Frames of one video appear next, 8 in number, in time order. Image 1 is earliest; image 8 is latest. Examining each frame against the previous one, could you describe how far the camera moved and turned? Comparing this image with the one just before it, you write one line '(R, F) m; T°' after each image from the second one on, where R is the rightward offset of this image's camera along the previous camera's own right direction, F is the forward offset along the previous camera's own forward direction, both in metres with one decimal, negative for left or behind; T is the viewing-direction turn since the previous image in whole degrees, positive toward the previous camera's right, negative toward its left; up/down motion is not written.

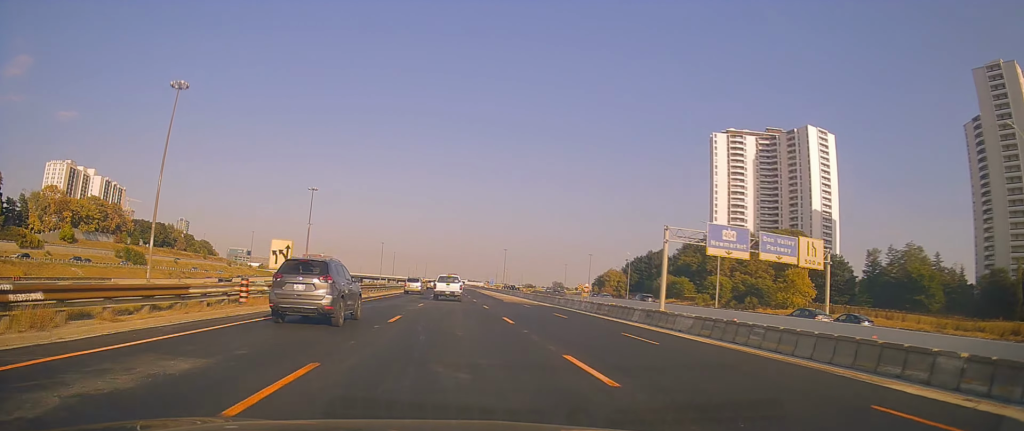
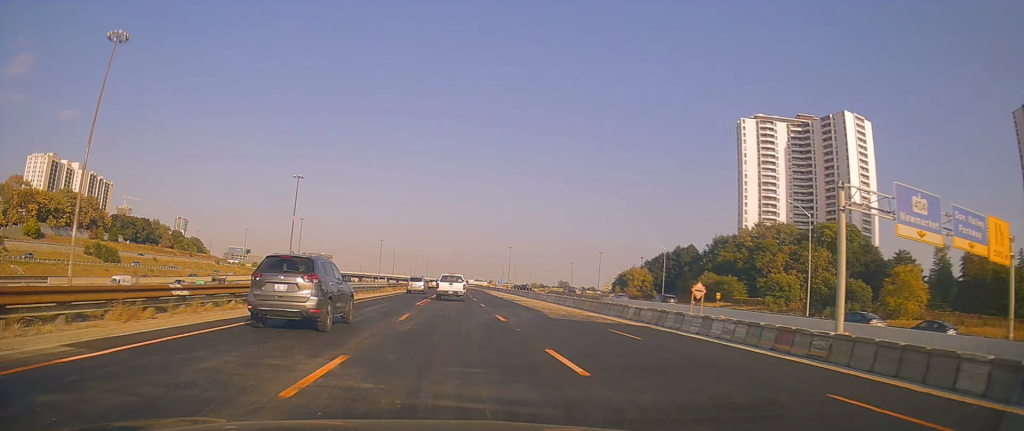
(-0.4, +23.5) m; -1°
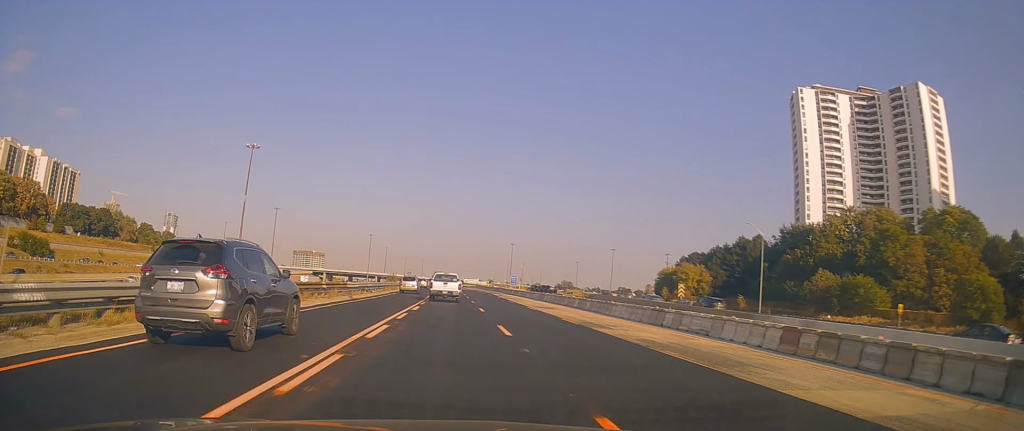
(+1.5, +42.3) m; +2°
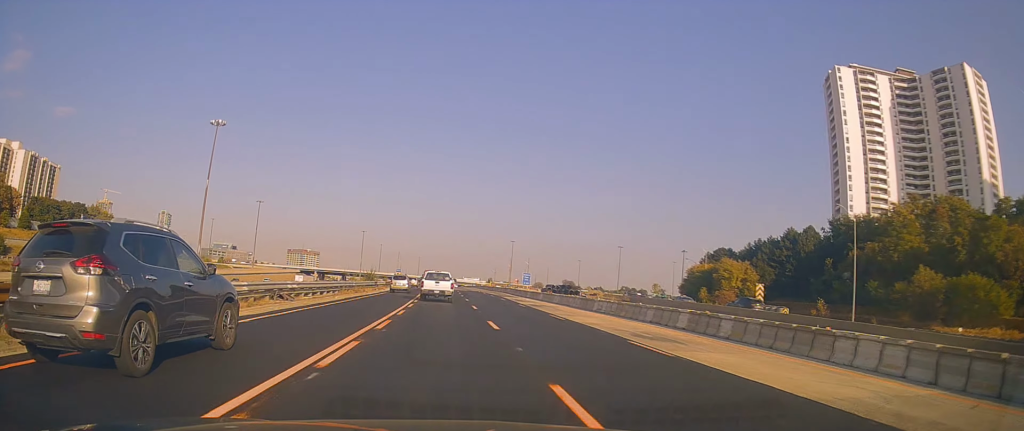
(-0.4, +22.4) m; -1°
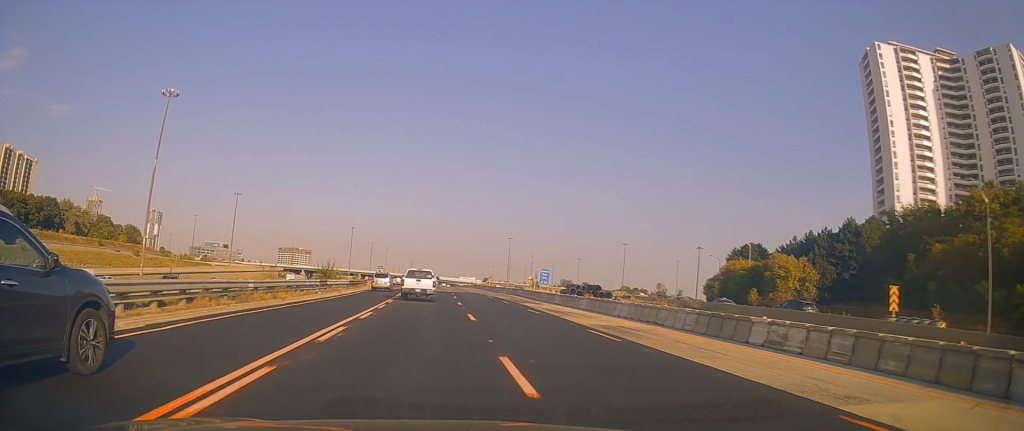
(-0.1, +21.8) m; +1°
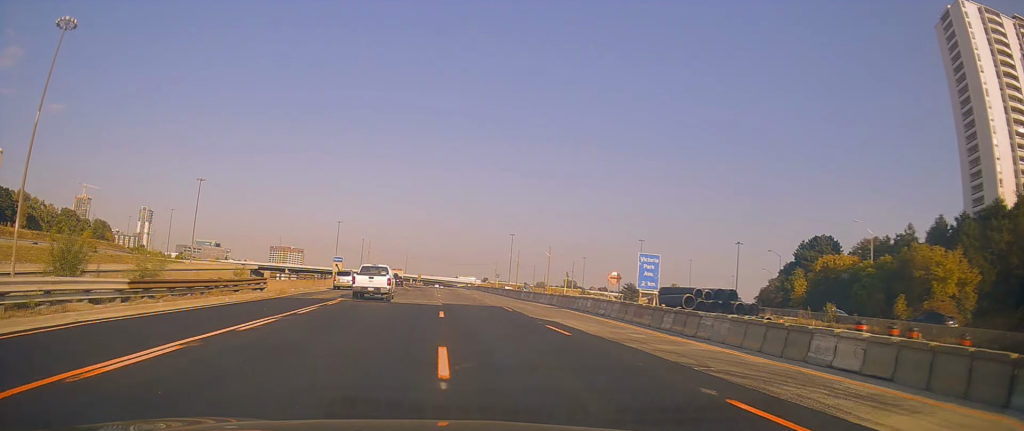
(+1.0, +35.2) m; 0°
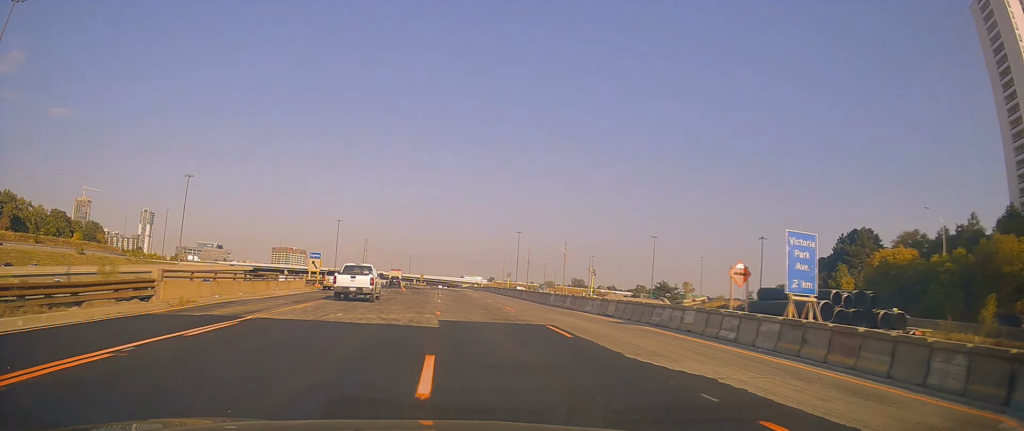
(-0.2, +13.2) m; -1°
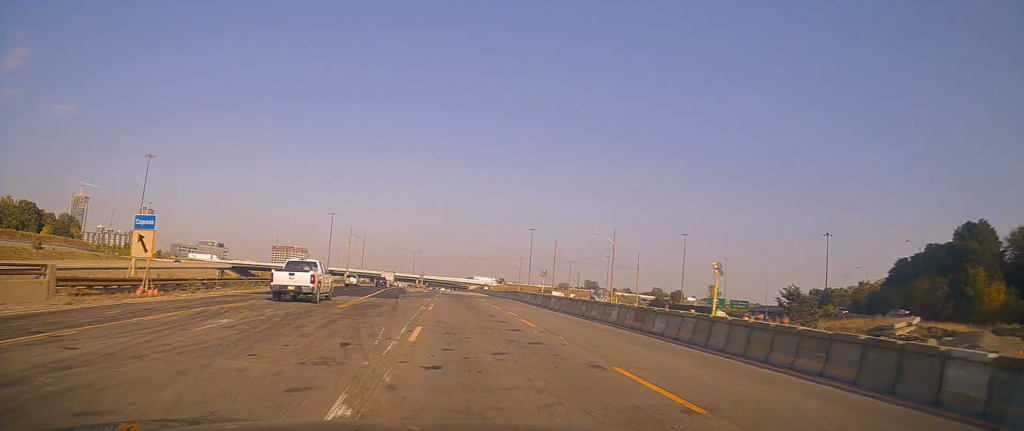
(-0.6, +32.5) m; -1°
